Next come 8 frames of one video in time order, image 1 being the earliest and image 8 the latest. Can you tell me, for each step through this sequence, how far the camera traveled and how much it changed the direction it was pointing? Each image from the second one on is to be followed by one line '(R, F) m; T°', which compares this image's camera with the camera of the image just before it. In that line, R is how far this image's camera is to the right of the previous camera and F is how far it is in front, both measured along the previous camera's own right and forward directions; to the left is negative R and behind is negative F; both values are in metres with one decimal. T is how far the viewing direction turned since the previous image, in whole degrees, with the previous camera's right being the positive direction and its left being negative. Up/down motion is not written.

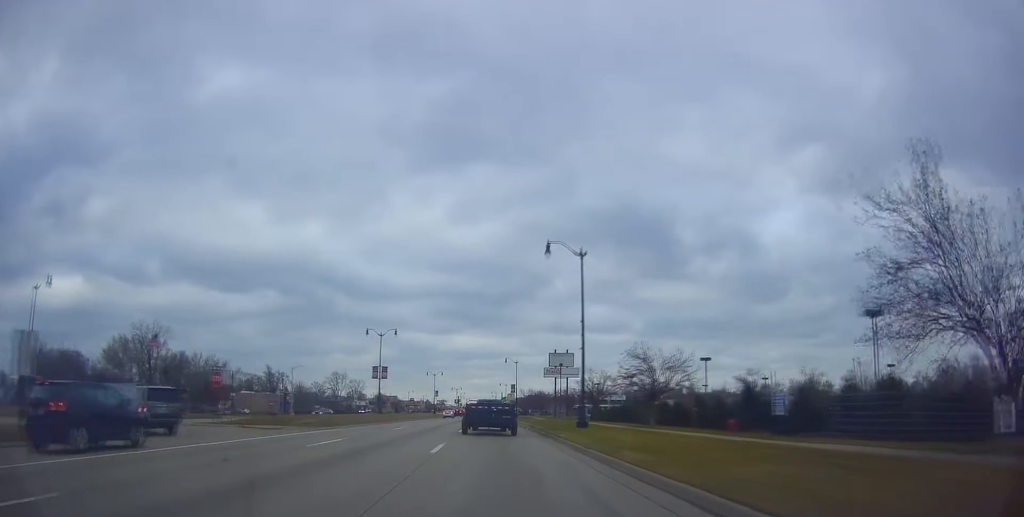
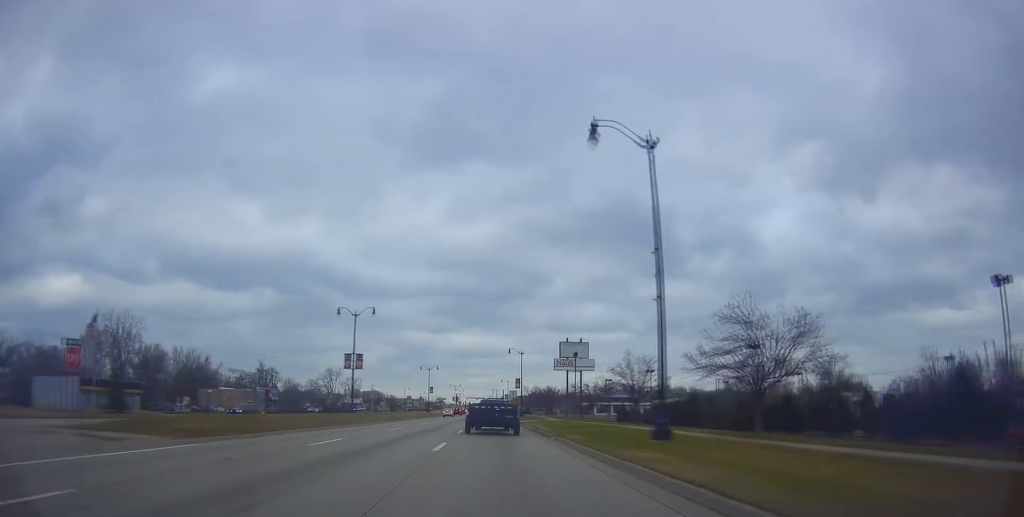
(+0.1, +14.7) m; +2°
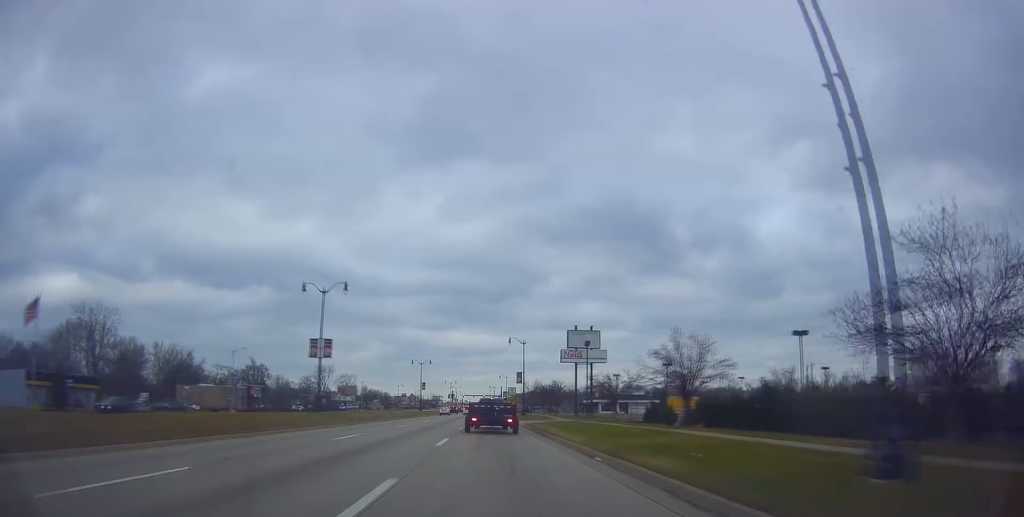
(+0.3, +11.1) m; 0°
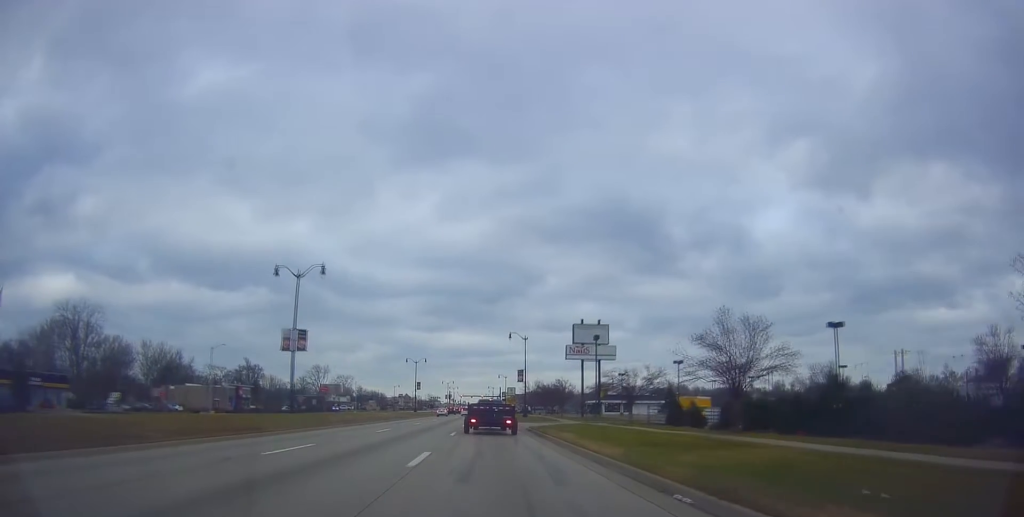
(-0.2, +6.4) m; -1°
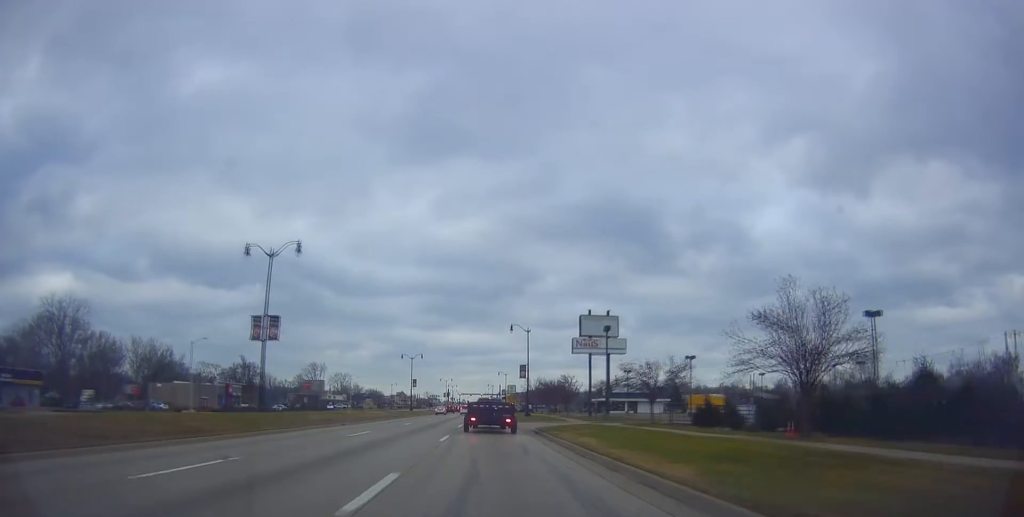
(-0.1, +5.6) m; -1°
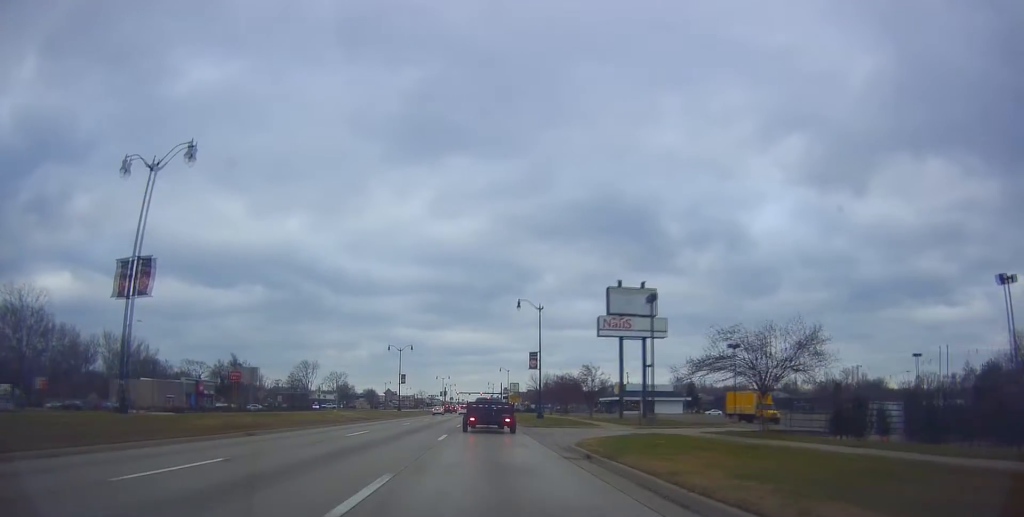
(0.0, +15.2) m; 0°
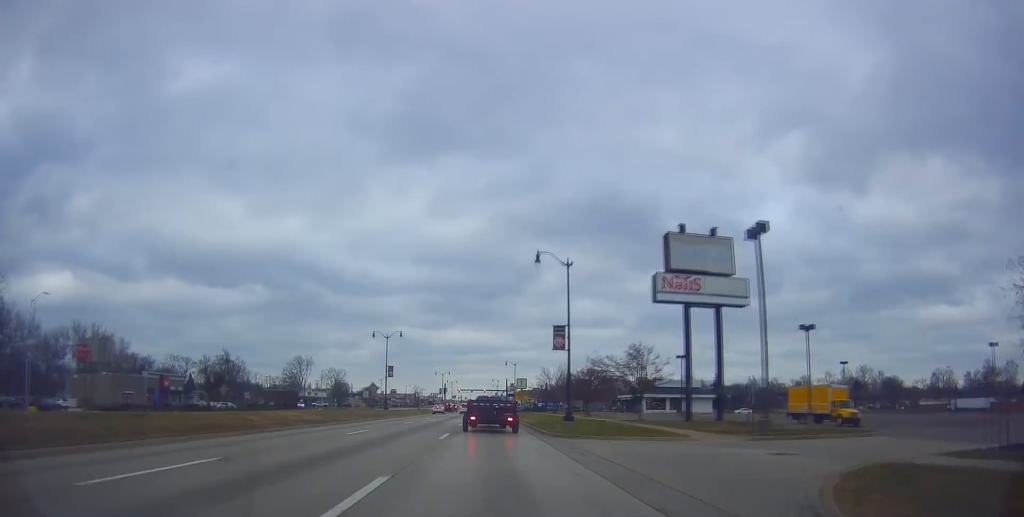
(0.0, +16.0) m; 0°
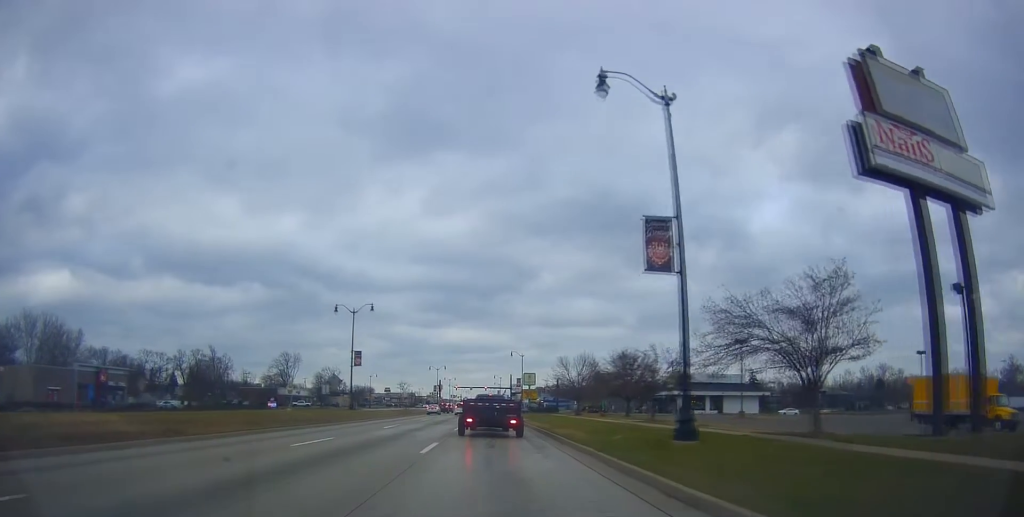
(0.0, +20.7) m; +3°
